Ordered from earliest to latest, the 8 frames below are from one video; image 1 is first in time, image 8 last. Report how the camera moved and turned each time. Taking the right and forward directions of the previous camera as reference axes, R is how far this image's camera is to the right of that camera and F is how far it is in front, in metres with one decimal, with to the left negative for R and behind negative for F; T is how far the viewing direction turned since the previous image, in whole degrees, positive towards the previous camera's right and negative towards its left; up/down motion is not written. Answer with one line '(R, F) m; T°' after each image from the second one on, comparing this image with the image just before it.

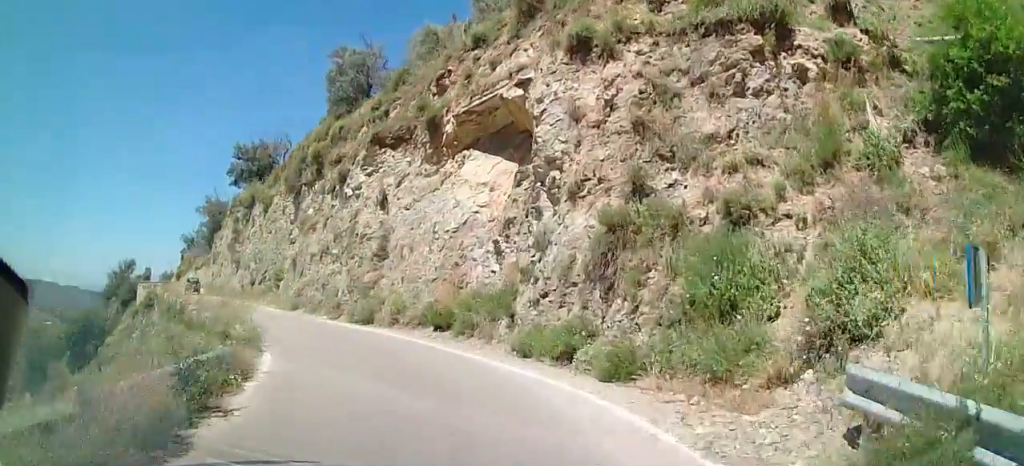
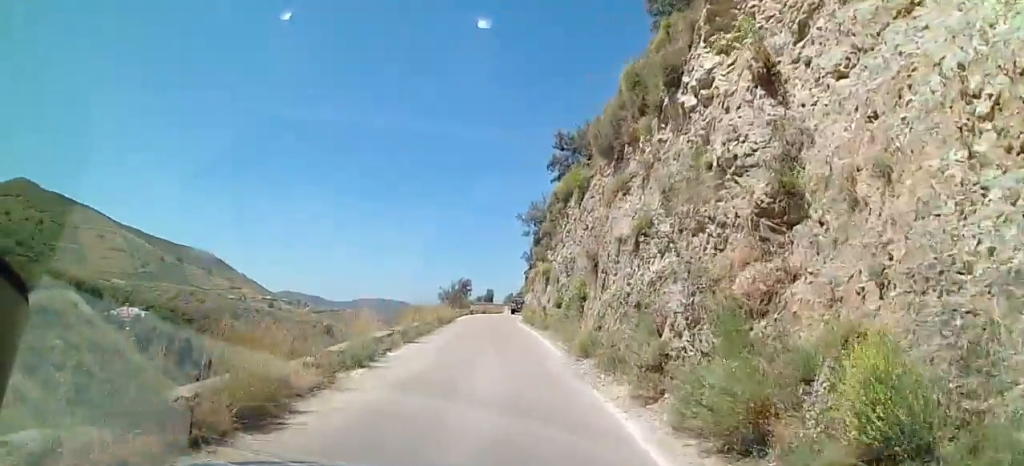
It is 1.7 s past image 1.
(-3.7, +11.6) m; -32°
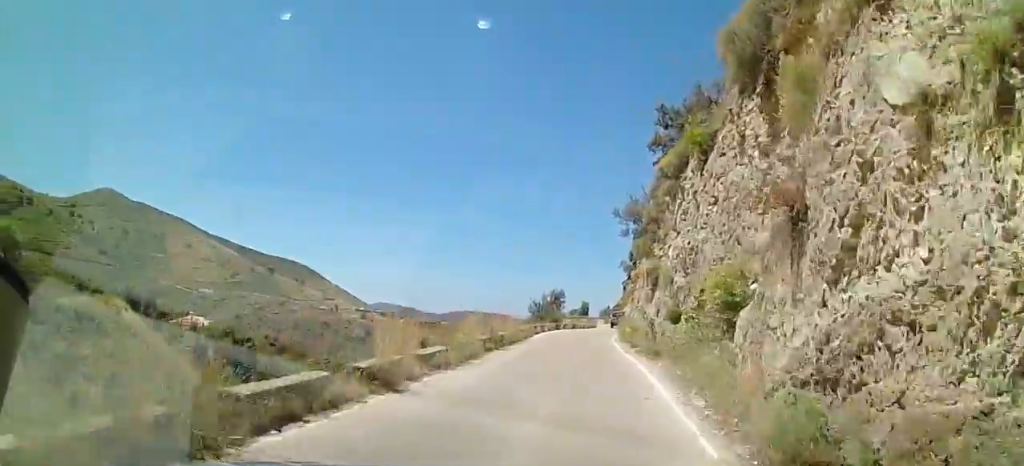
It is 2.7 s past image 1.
(-1.0, +8.7) m; -7°
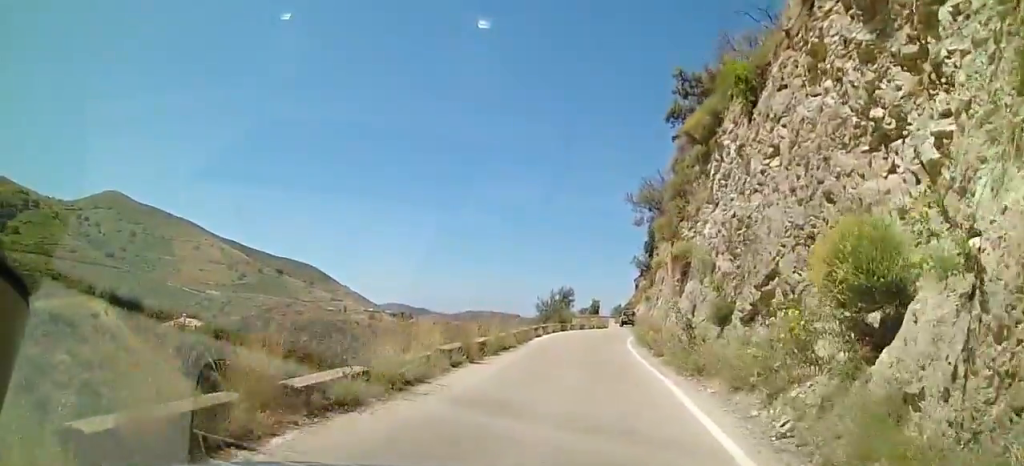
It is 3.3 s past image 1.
(+0.1, +5.2) m; -1°
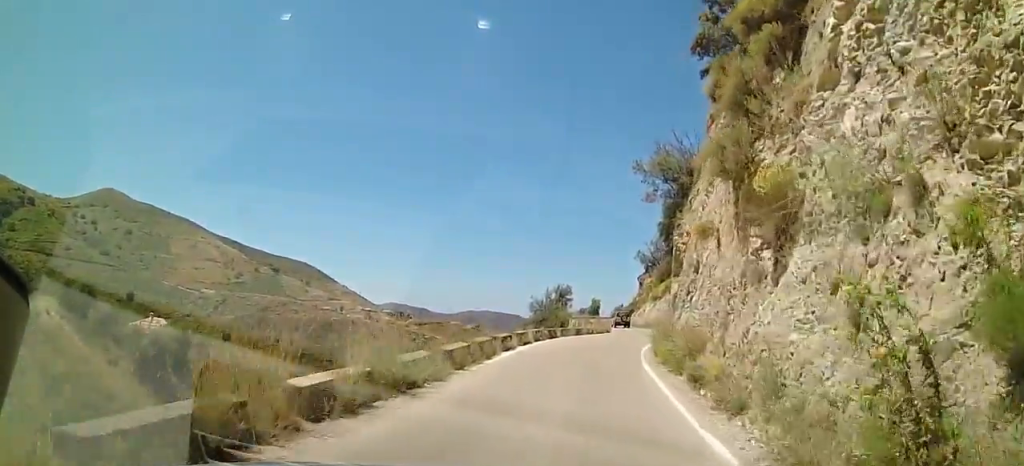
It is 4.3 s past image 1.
(-0.5, +9.6) m; -3°
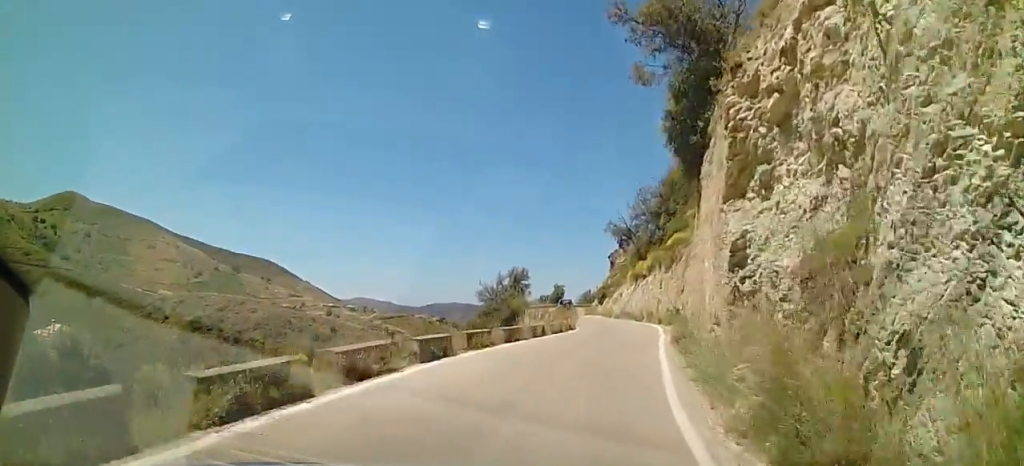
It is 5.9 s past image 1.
(+0.9, +16.8) m; +8°
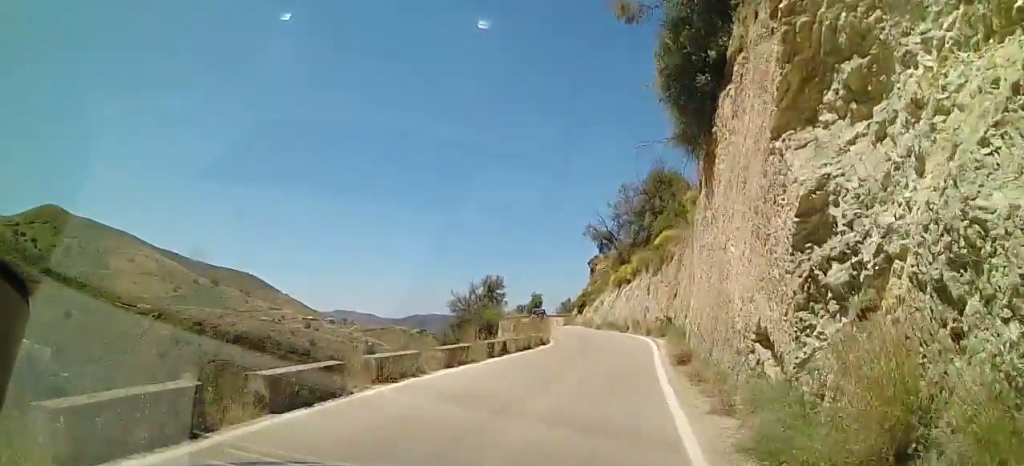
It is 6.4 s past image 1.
(+0.1, +4.9) m; +3°
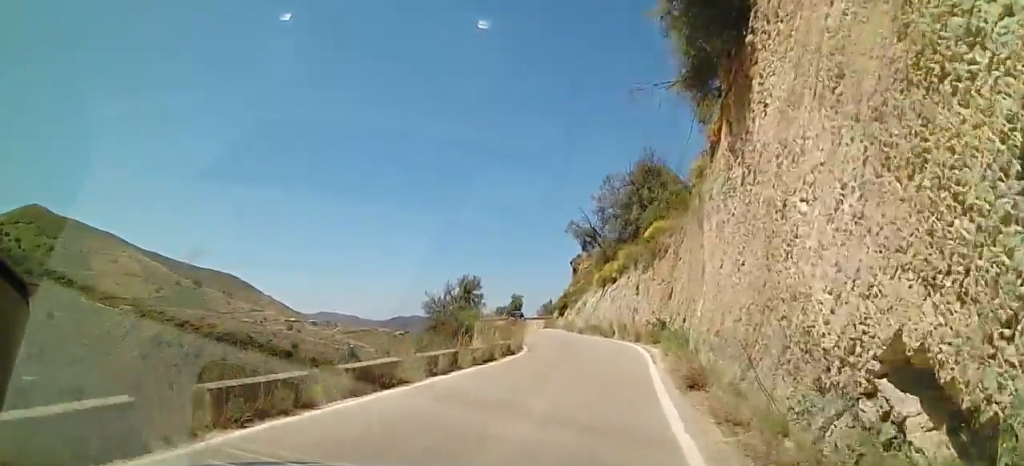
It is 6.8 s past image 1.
(+0.1, +4.4) m; +2°
